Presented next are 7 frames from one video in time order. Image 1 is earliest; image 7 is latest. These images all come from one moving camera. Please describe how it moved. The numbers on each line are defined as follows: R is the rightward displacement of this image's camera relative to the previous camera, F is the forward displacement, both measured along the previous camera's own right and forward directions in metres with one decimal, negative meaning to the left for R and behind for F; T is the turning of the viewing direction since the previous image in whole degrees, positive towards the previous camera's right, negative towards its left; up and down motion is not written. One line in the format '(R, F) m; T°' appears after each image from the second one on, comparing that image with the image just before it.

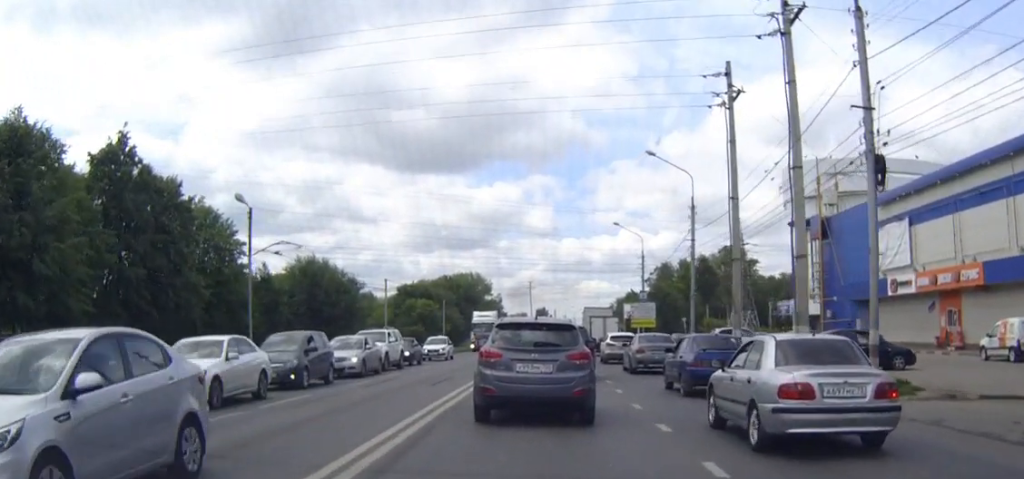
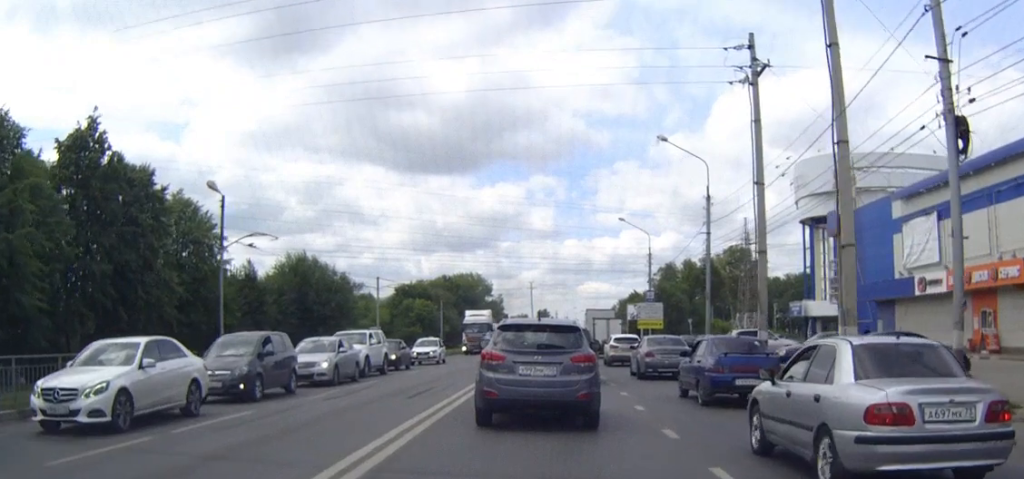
(0.0, +4.2) m; 0°
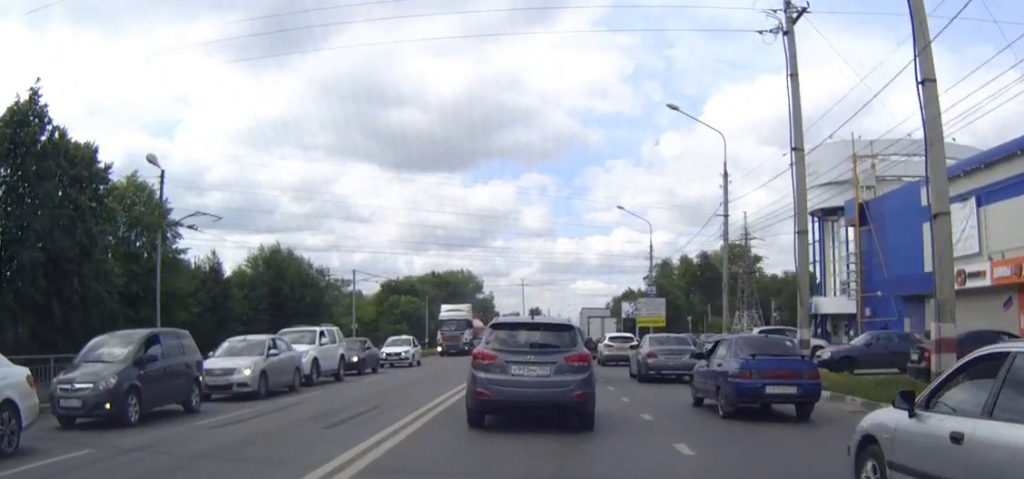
(0.0, +6.1) m; 0°
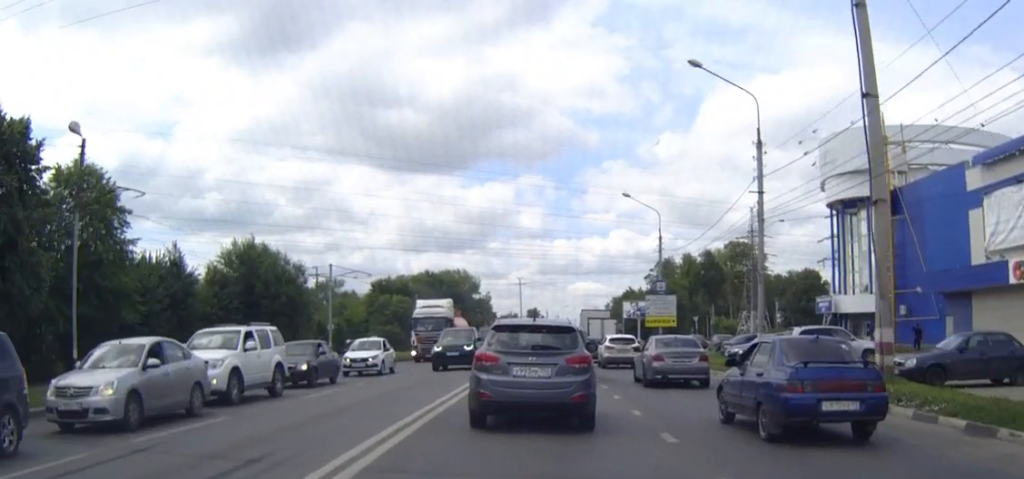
(0.0, +6.5) m; -1°
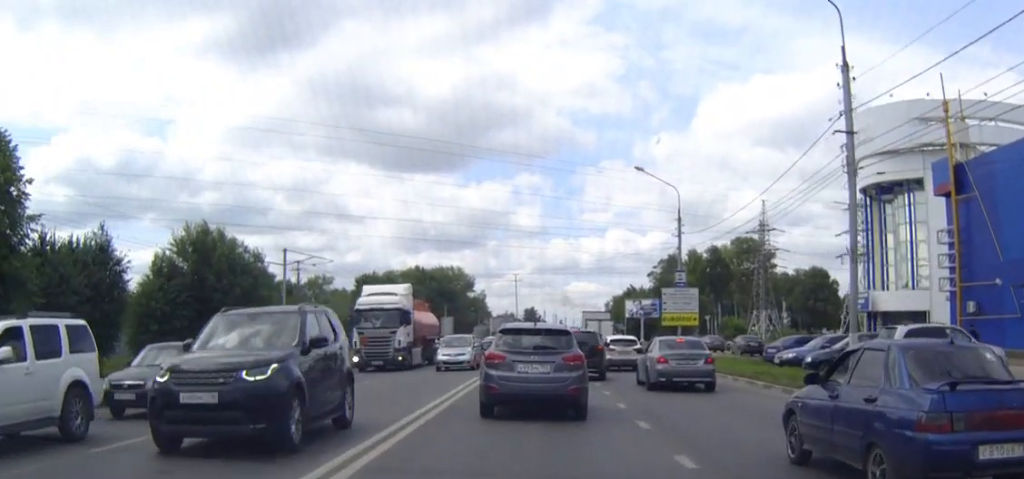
(0.0, +10.1) m; +1°
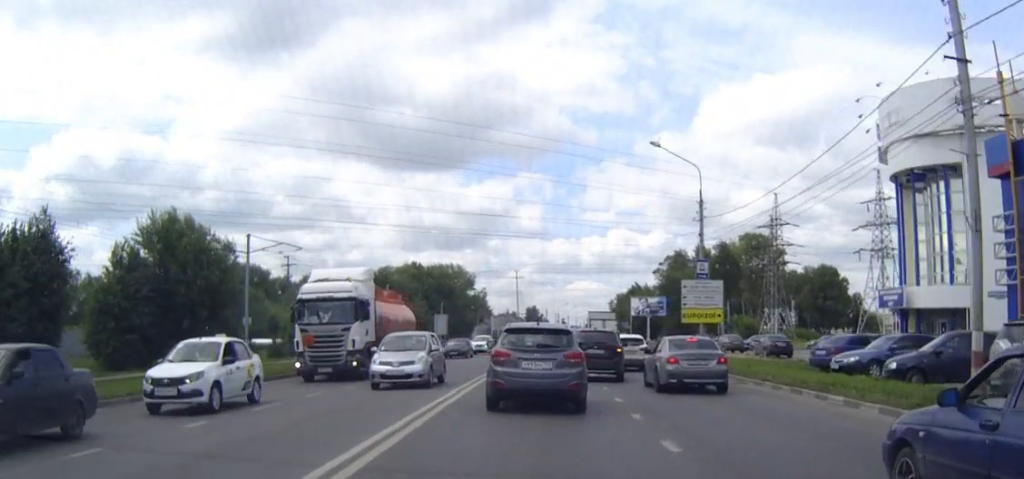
(+0.1, +6.4) m; +1°
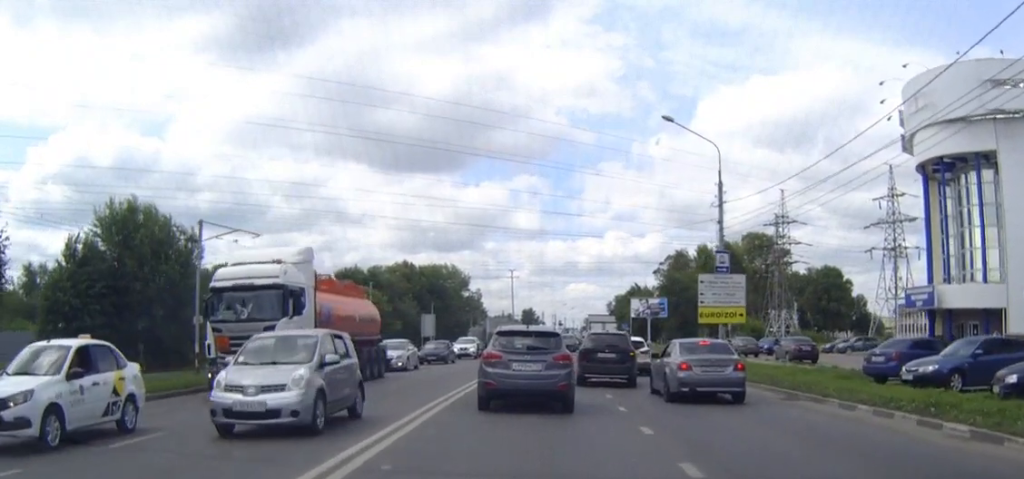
(0.0, +5.6) m; 0°
